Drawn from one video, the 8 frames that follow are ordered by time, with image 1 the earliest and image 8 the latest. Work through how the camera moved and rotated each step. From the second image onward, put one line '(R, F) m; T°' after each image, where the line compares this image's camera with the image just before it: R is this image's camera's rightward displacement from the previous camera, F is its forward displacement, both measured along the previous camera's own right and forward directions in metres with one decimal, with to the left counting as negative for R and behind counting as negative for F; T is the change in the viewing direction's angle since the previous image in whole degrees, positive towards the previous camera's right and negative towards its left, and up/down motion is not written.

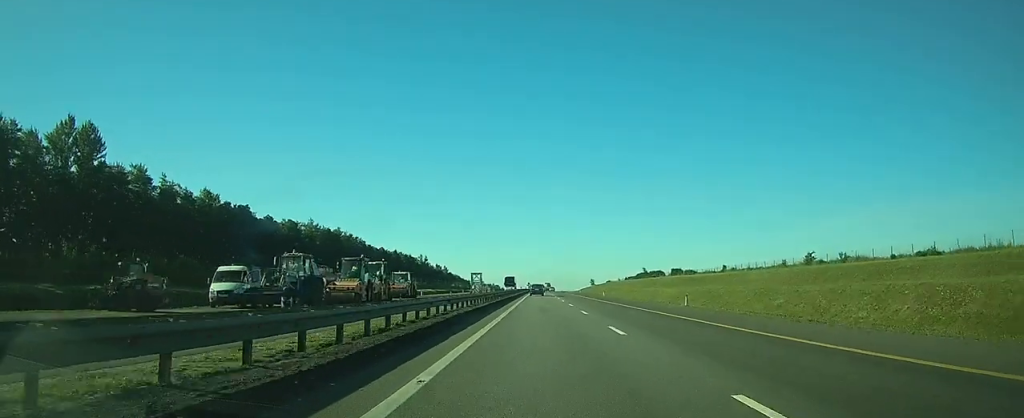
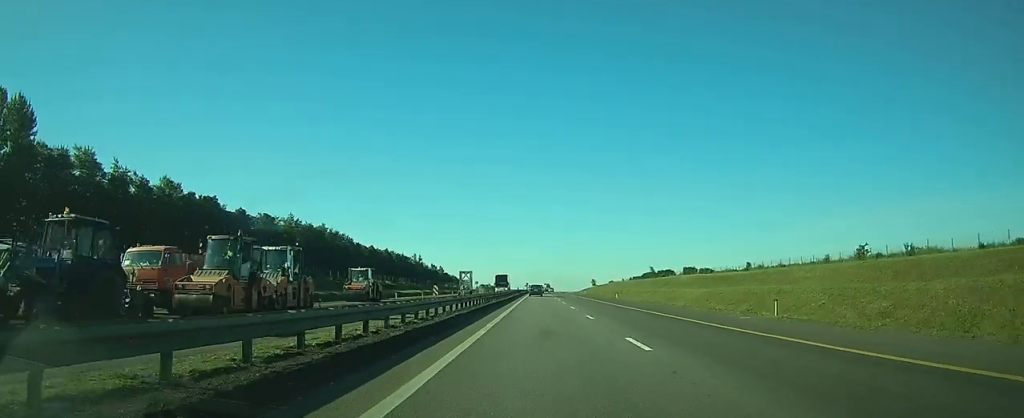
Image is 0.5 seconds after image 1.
(0.0, +15.8) m; 0°
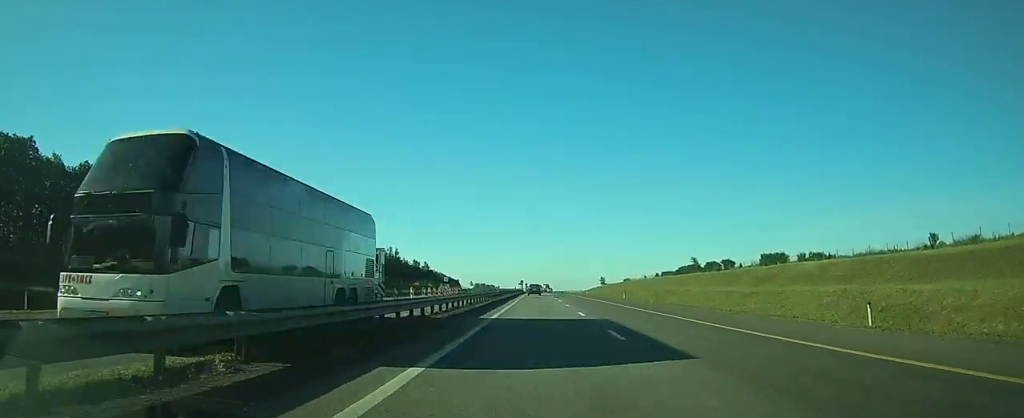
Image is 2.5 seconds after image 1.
(-0.2, +57.7) m; 0°
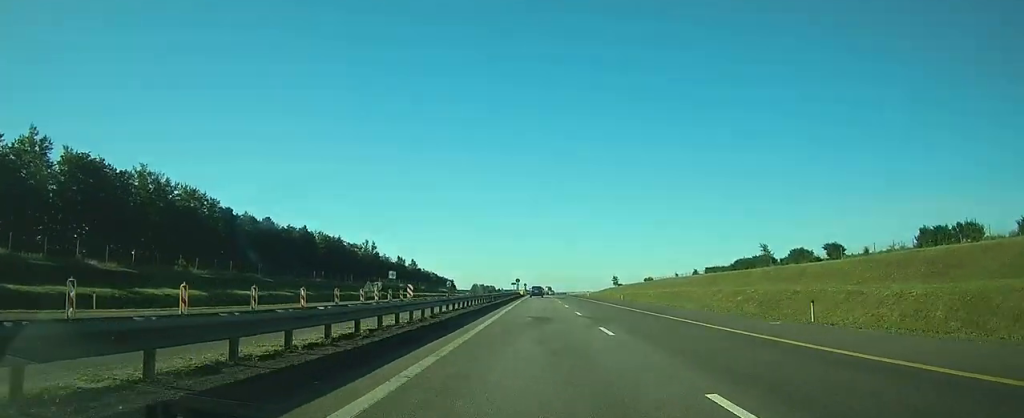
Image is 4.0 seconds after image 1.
(0.0, +46.2) m; 0°
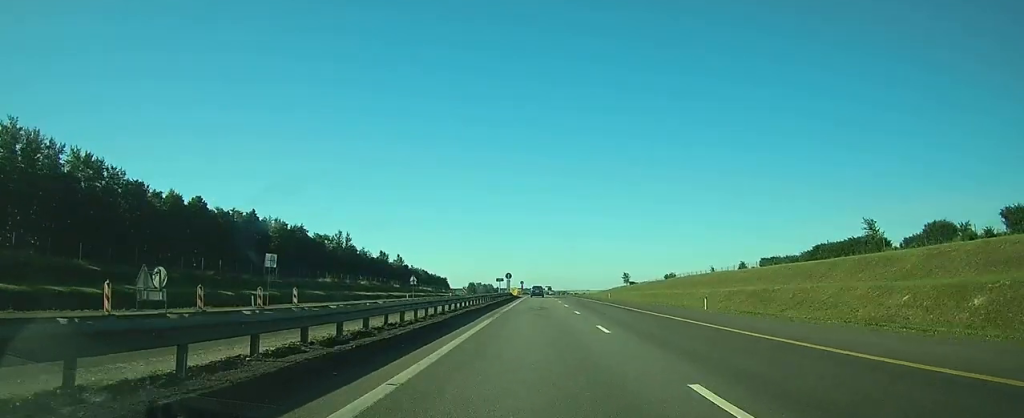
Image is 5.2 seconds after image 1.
(0.0, +35.3) m; 0°
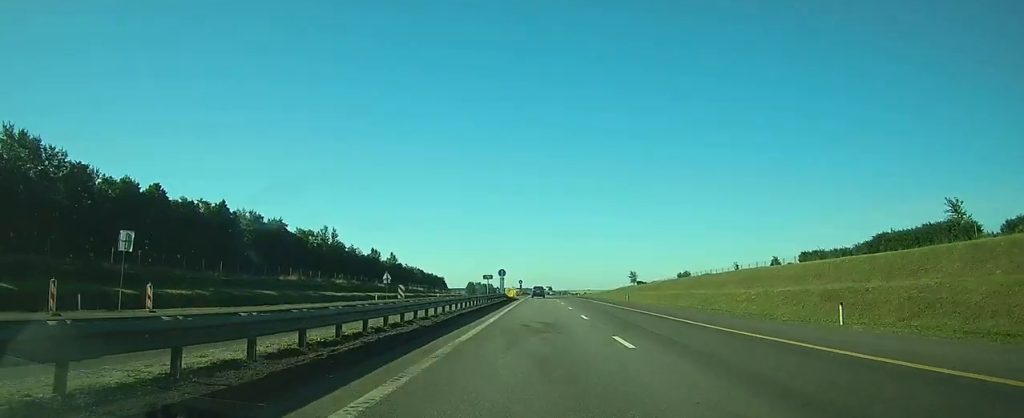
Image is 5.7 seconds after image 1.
(0.0, +16.2) m; 0°
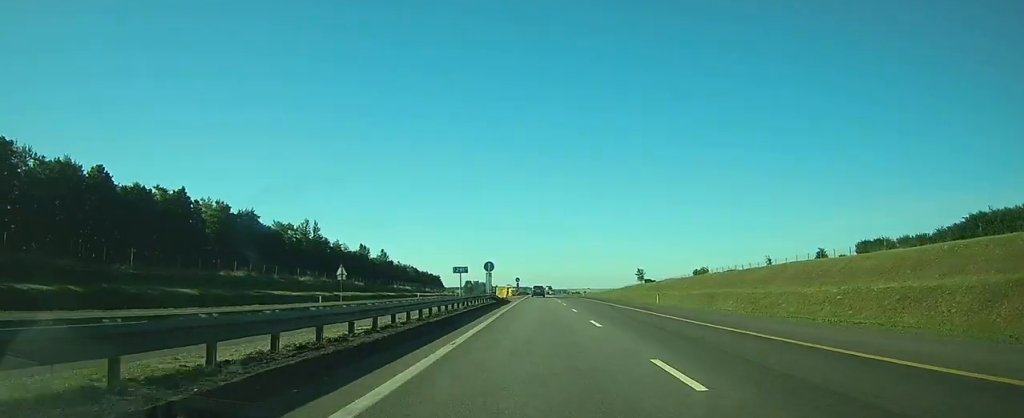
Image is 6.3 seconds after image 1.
(0.0, +17.2) m; 0°
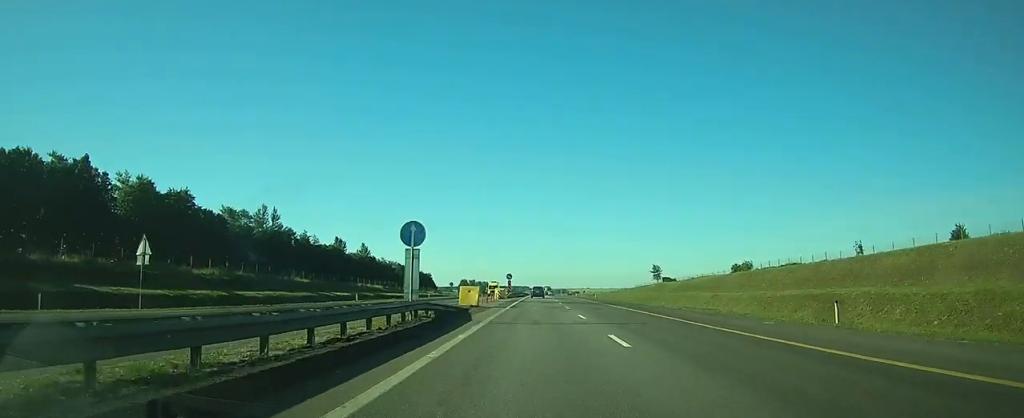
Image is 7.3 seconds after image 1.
(+0.1, +30.5) m; 0°
